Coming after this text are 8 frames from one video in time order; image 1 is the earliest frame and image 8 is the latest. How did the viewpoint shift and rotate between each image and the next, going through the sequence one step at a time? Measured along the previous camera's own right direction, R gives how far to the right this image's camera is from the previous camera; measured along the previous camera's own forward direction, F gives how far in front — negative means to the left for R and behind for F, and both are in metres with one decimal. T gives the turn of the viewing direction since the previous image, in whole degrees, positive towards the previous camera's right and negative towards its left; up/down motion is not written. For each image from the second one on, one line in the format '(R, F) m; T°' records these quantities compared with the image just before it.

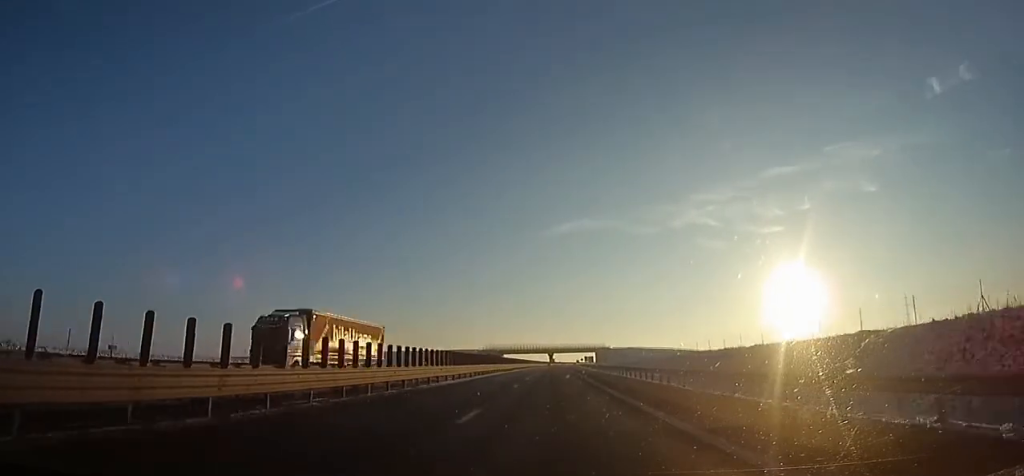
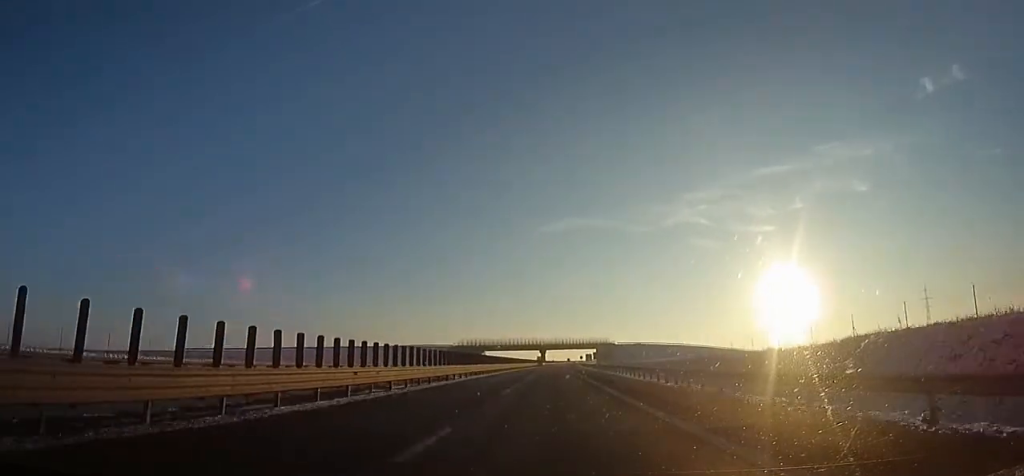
(+0.4, +39.9) m; +1°
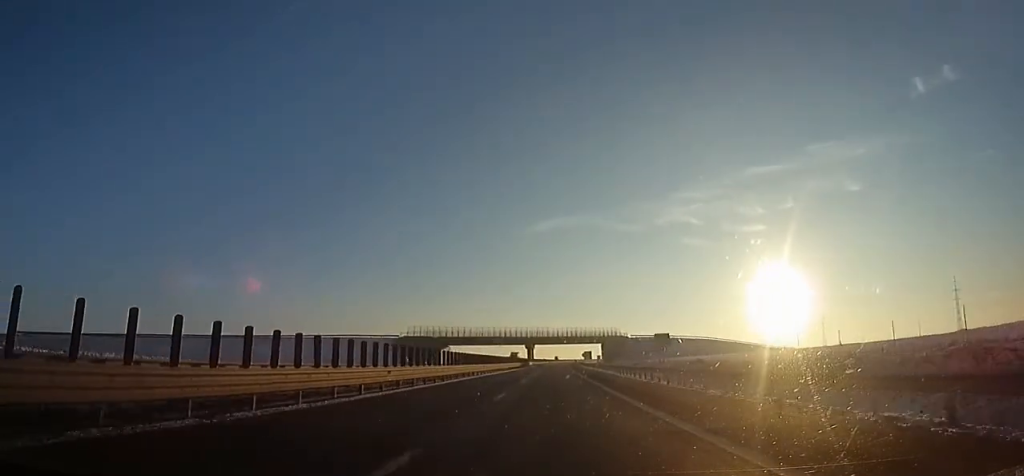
(+0.6, +50.3) m; +2°
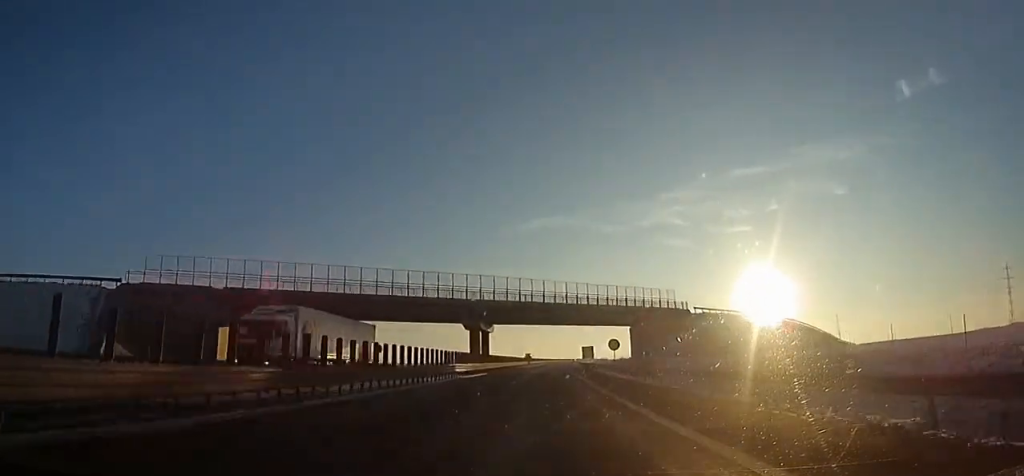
(+1.7, +75.4) m; +1°
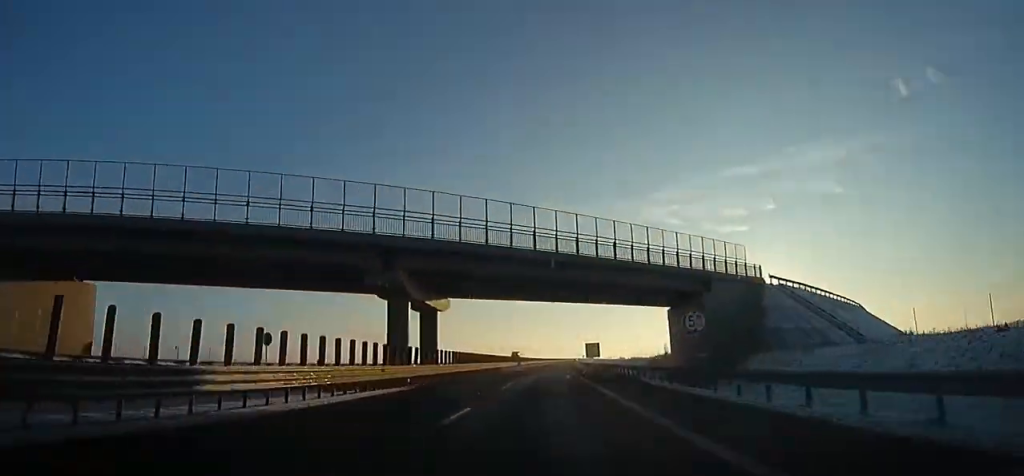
(-0.3, +26.3) m; 0°
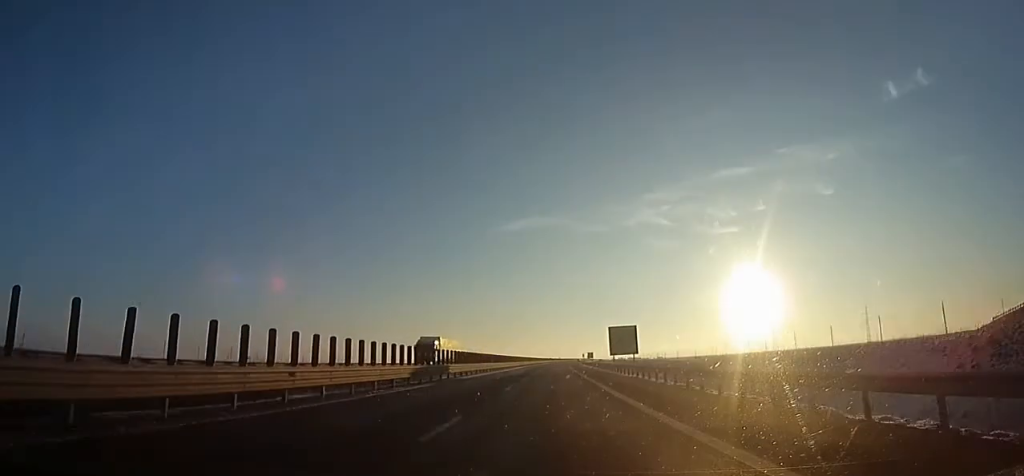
(+0.5, +60.0) m; +1°
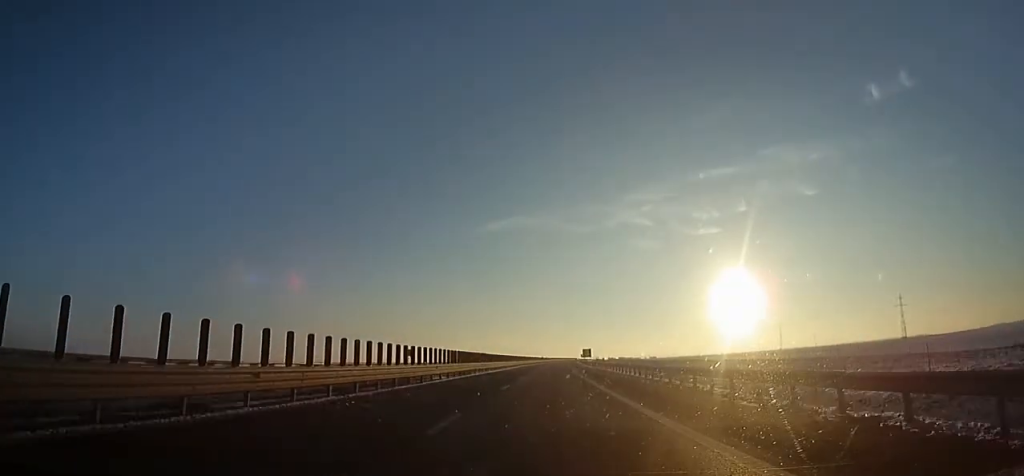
(+0.4, +92.1) m; +1°
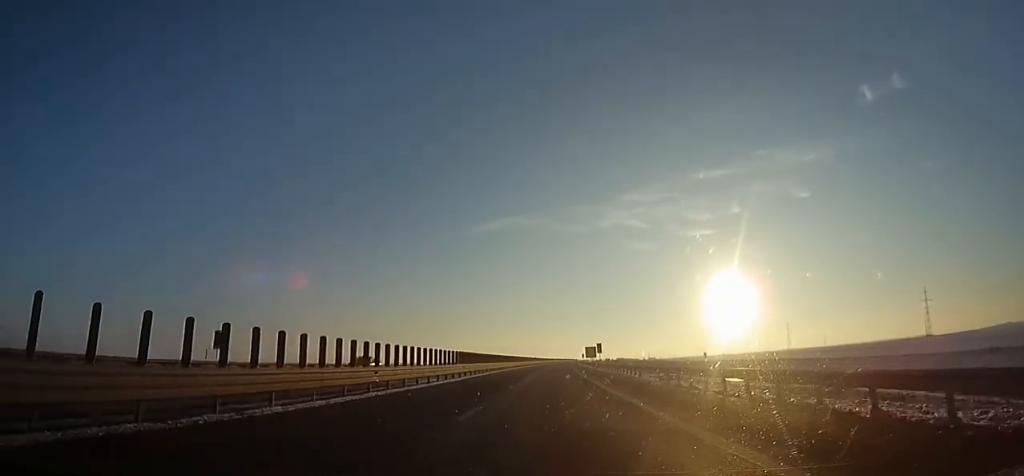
(+1.1, +46.5) m; +1°
